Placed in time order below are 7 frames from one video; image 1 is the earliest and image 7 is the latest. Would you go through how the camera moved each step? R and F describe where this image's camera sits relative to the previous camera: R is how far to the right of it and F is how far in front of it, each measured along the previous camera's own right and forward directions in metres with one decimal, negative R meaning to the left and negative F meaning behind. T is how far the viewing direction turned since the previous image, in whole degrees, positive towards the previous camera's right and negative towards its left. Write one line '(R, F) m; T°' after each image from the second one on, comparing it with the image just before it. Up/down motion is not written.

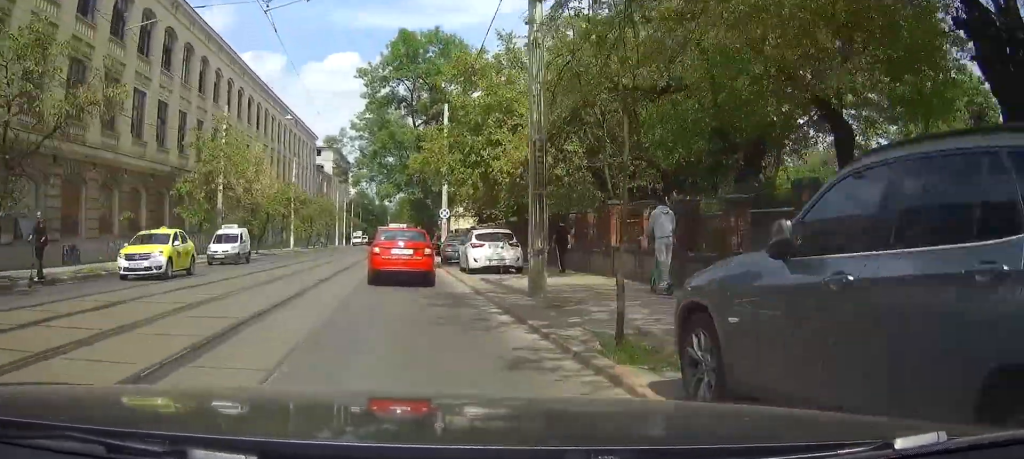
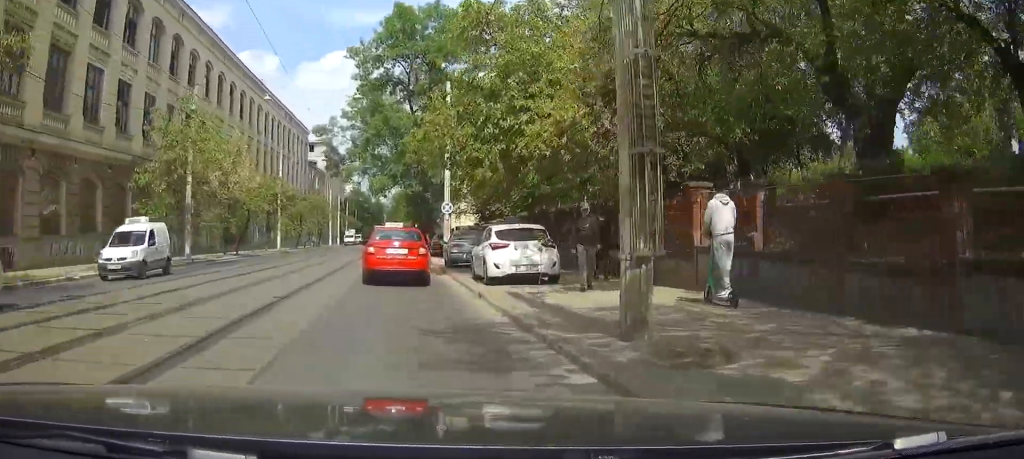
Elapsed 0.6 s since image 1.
(0.0, +6.0) m; -1°
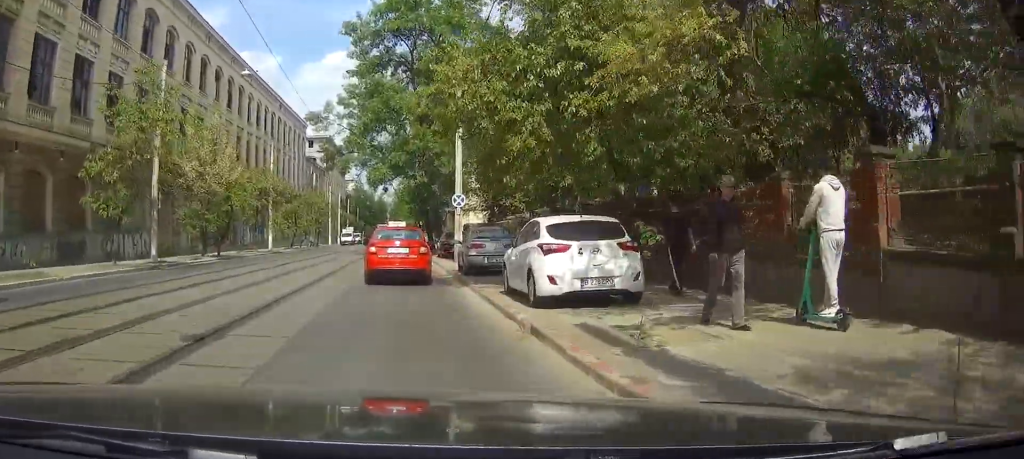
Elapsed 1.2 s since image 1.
(-0.1, +6.0) m; 0°
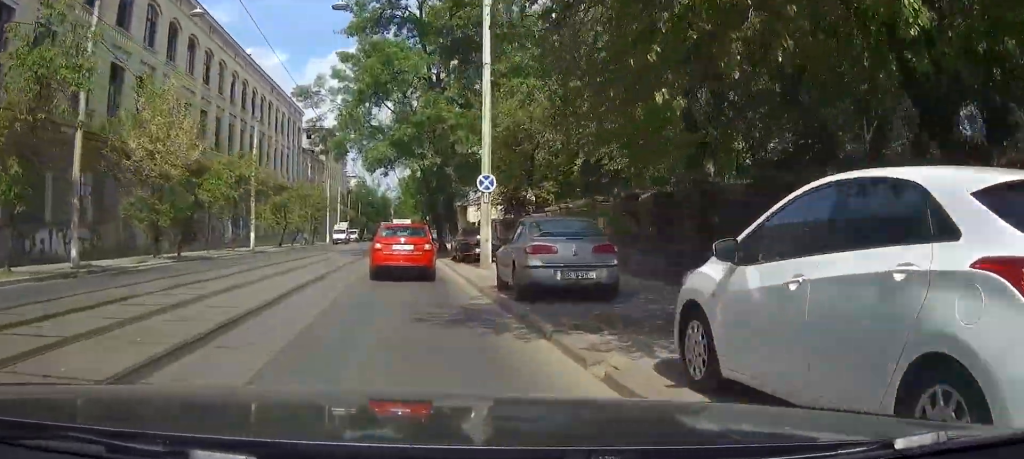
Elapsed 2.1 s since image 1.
(+0.1, +9.3) m; 0°
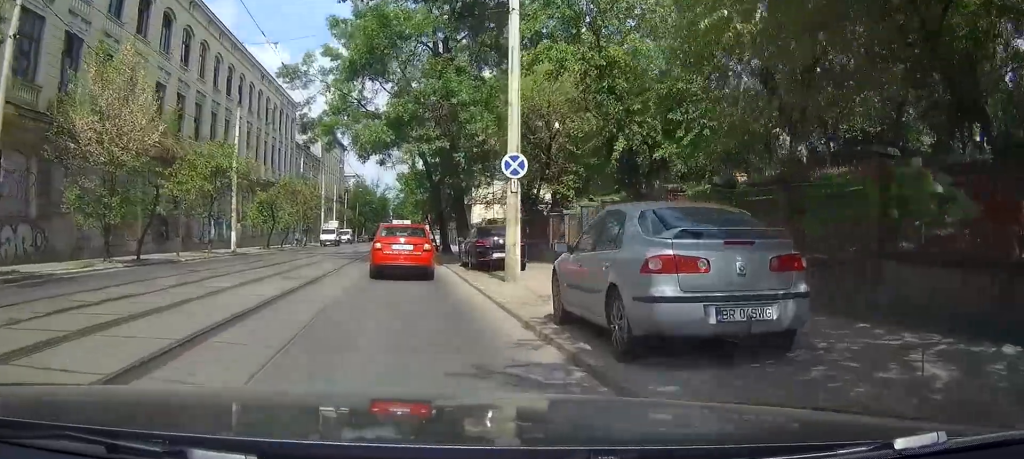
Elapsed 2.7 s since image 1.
(0.0, +5.9) m; 0°
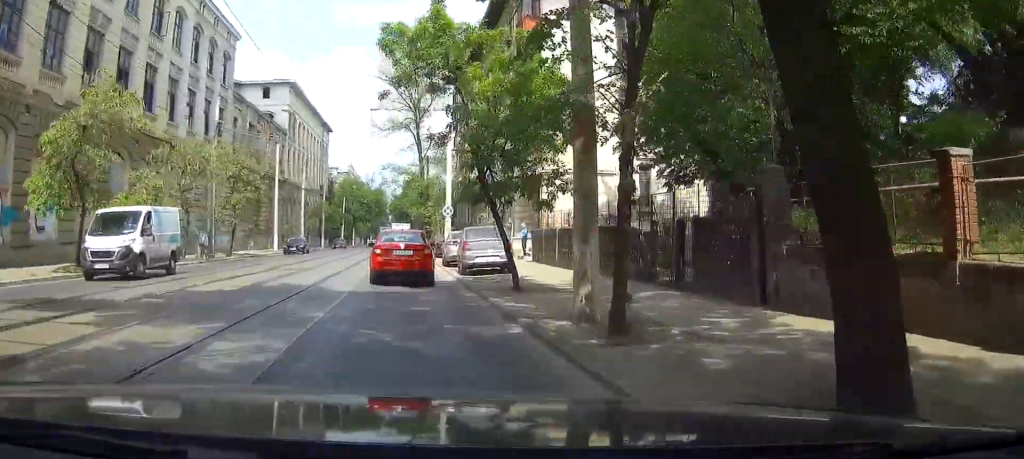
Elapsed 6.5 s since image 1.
(0.0, +36.8) m; +1°
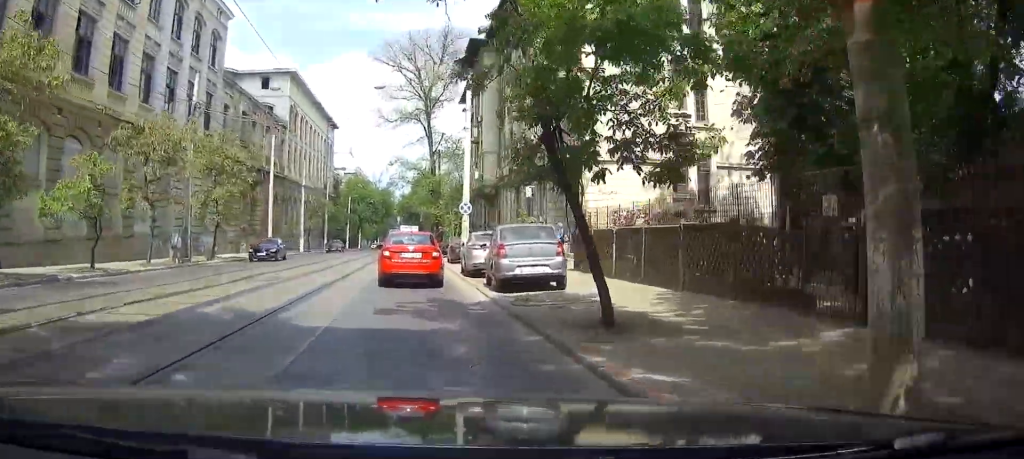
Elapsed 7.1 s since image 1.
(0.0, +6.4) m; 0°
